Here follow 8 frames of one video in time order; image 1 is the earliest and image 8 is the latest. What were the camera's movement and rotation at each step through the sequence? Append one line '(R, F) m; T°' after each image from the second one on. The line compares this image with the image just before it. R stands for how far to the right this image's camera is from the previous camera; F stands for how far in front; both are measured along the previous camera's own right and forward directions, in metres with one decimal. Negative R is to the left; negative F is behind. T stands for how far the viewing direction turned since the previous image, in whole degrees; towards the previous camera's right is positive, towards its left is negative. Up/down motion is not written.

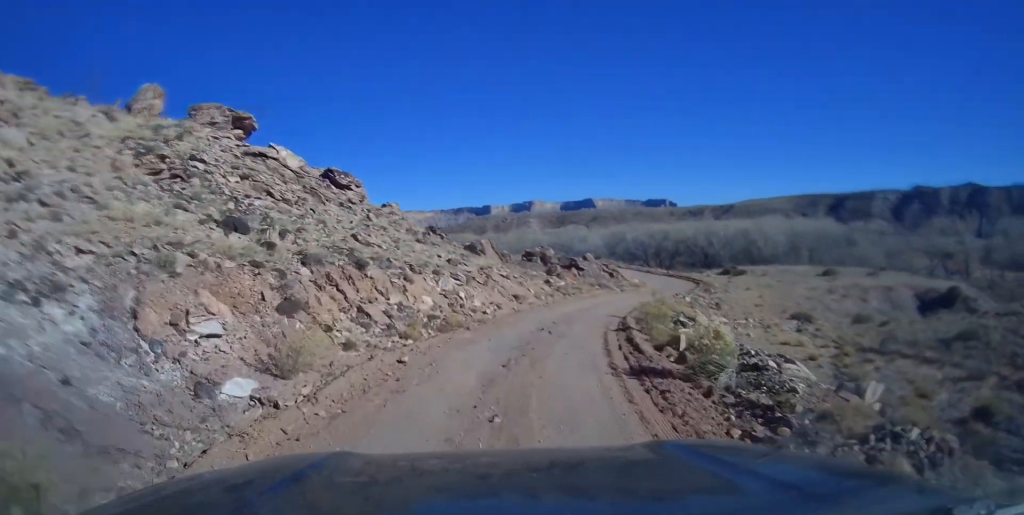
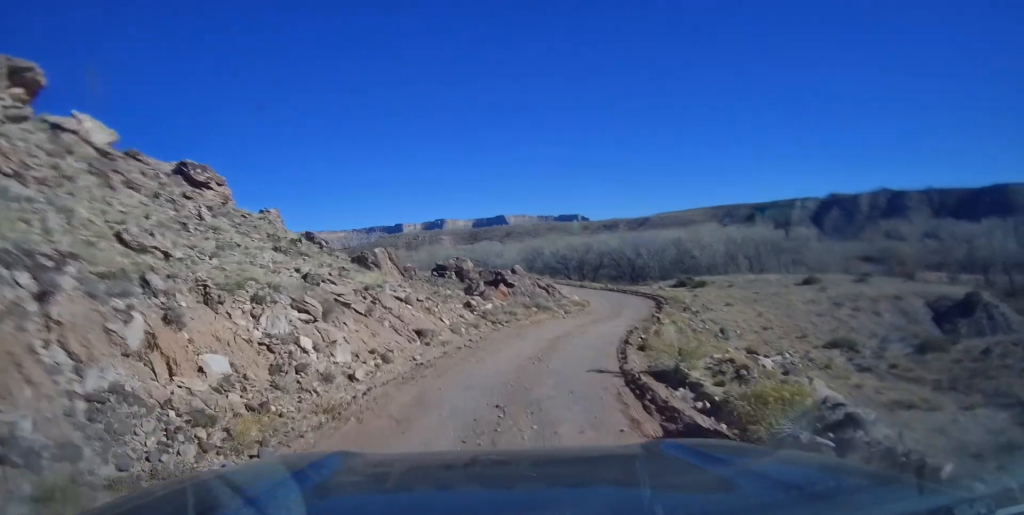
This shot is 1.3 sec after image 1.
(-0.3, +9.4) m; +3°
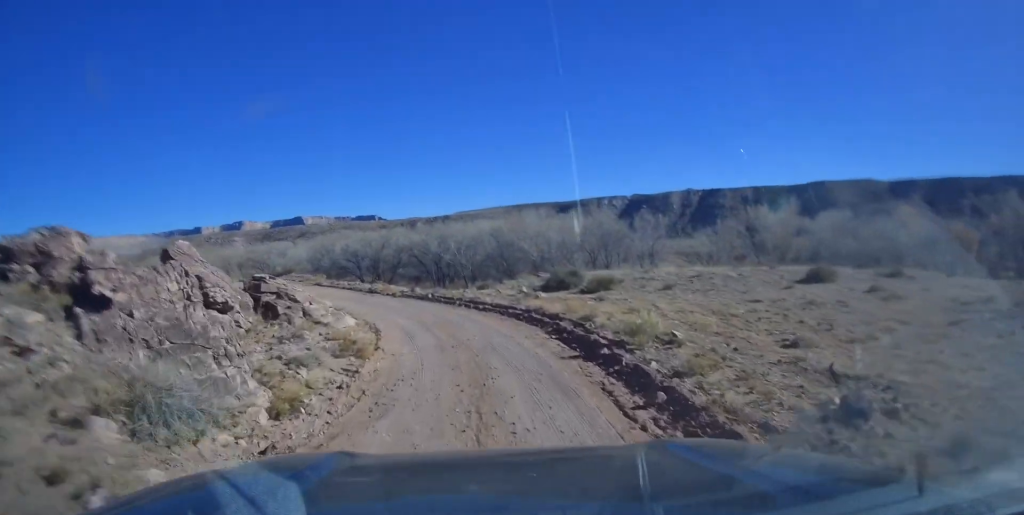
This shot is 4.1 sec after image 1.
(+2.6, +21.1) m; +11°
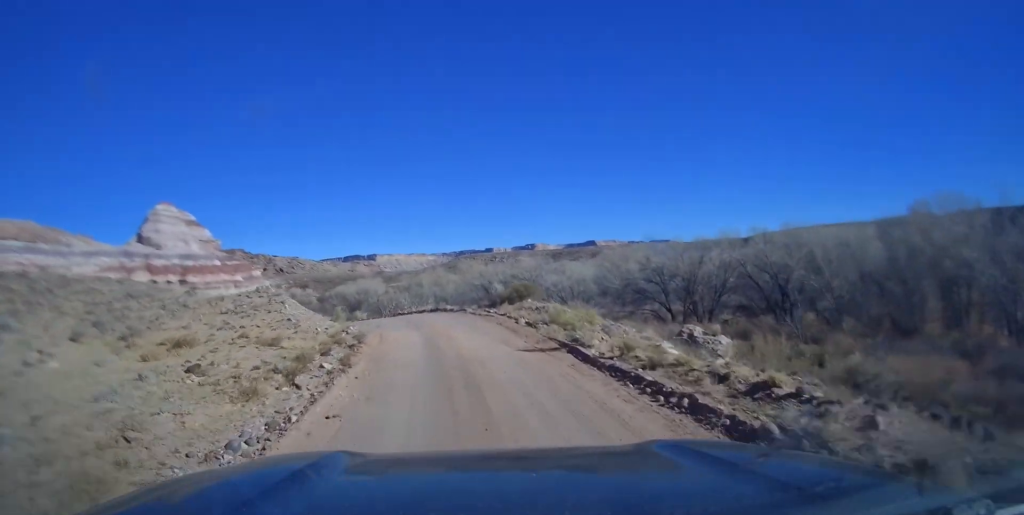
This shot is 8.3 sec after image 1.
(+0.8, +33.1) m; -7°
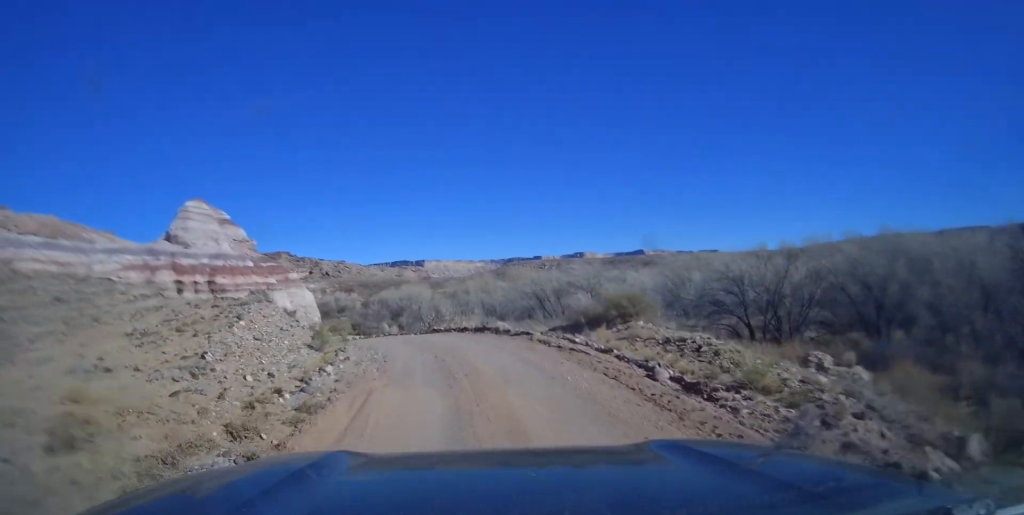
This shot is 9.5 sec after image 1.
(-0.5, +9.3) m; -7°
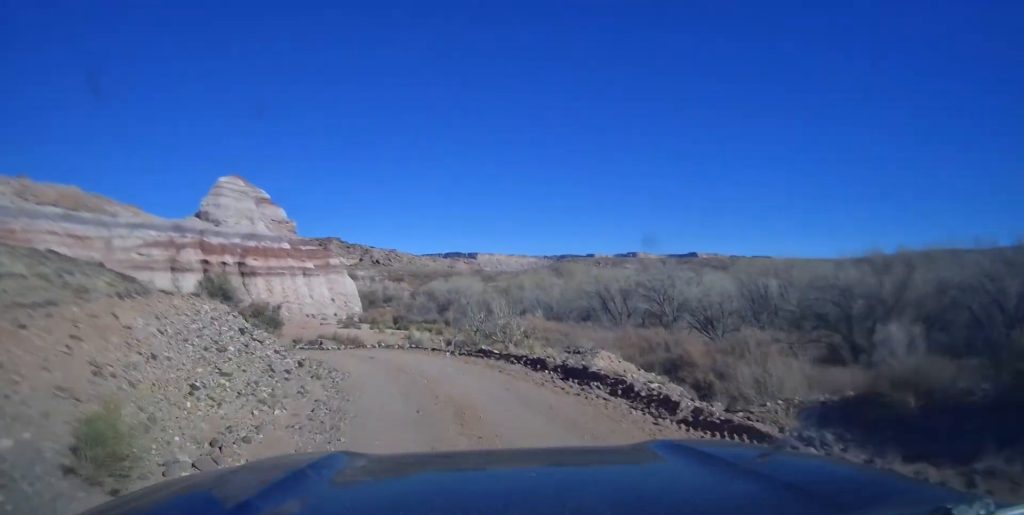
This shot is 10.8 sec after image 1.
(-0.7, +11.1) m; -9°
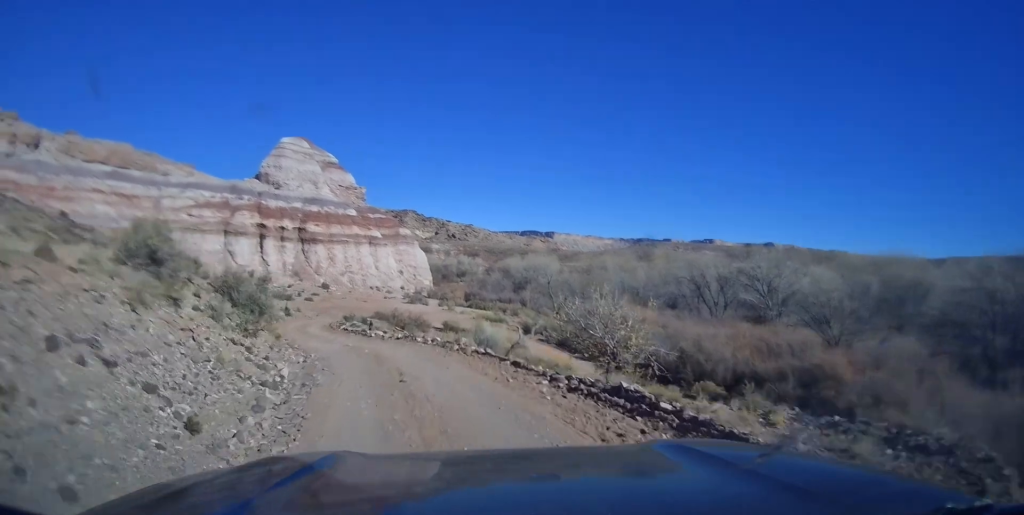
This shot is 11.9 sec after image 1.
(-0.9, +9.3) m; -8°
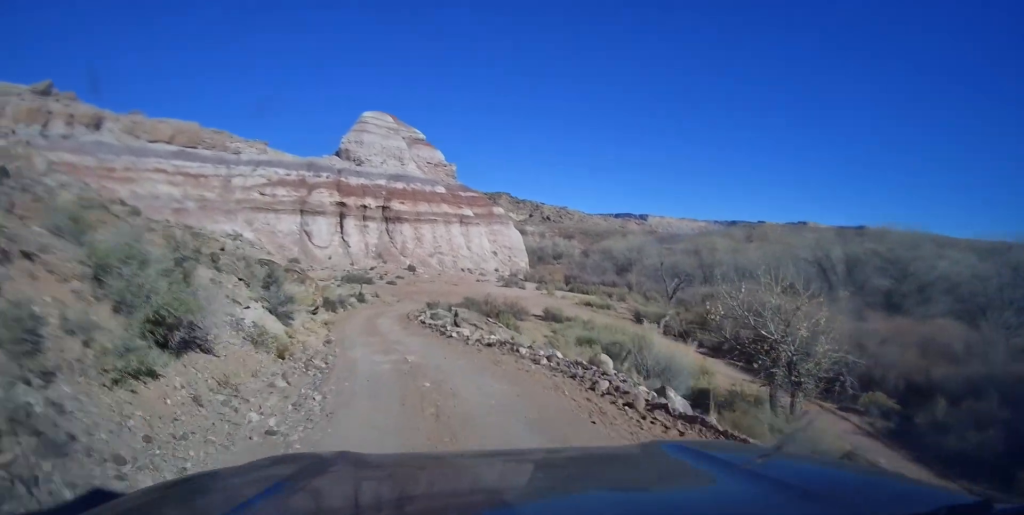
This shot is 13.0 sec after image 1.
(-0.1, +8.8) m; -7°
